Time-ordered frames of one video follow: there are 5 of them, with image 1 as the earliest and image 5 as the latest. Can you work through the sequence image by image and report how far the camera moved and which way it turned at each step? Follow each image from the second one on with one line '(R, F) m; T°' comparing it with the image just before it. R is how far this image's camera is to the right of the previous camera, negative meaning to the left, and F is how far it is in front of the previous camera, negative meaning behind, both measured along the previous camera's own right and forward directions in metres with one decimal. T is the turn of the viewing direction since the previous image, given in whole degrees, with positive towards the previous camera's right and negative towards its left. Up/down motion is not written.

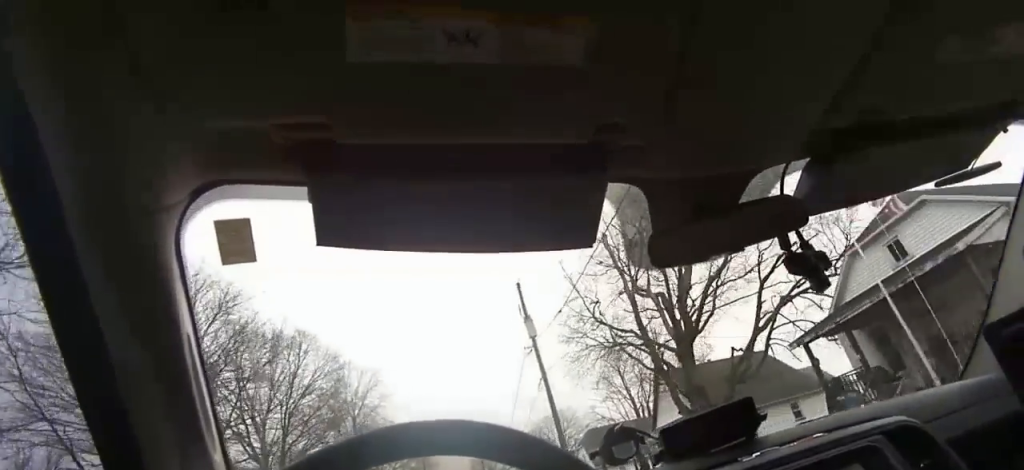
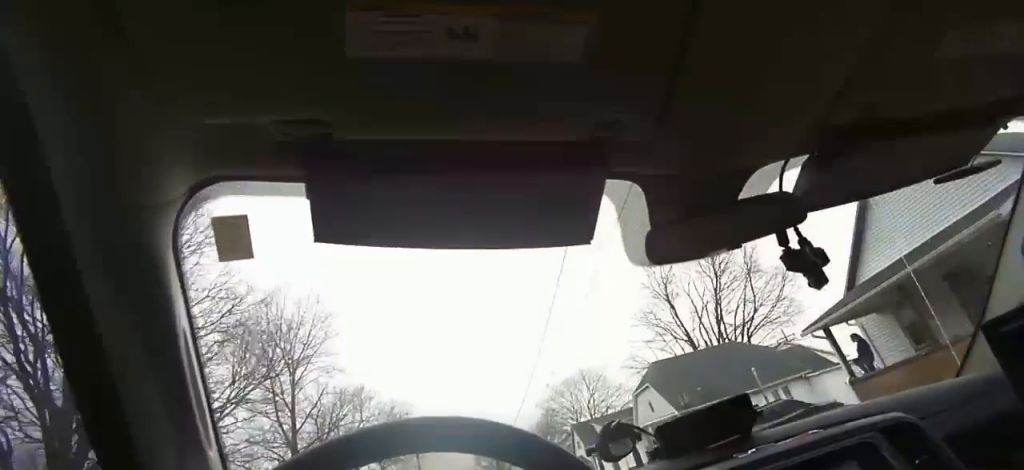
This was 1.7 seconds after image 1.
(-0.5, +15.7) m; -1°
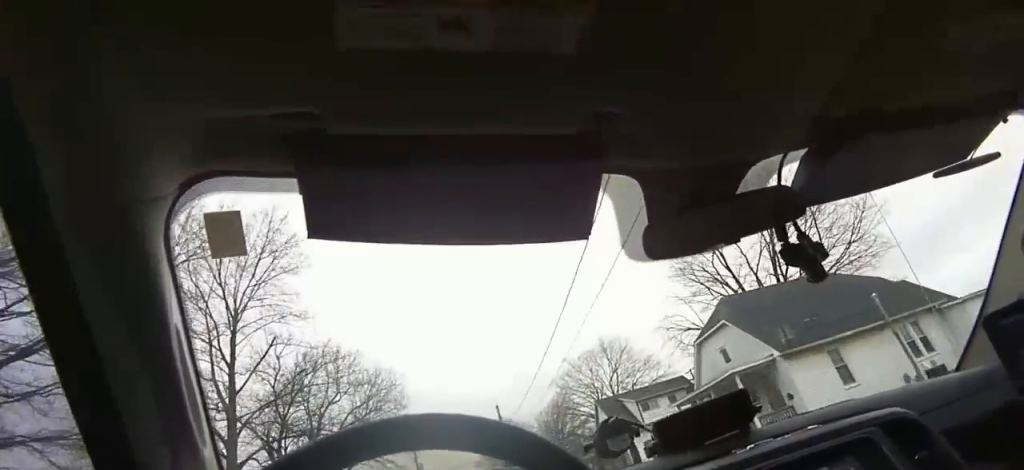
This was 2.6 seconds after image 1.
(0.0, +7.2) m; +3°
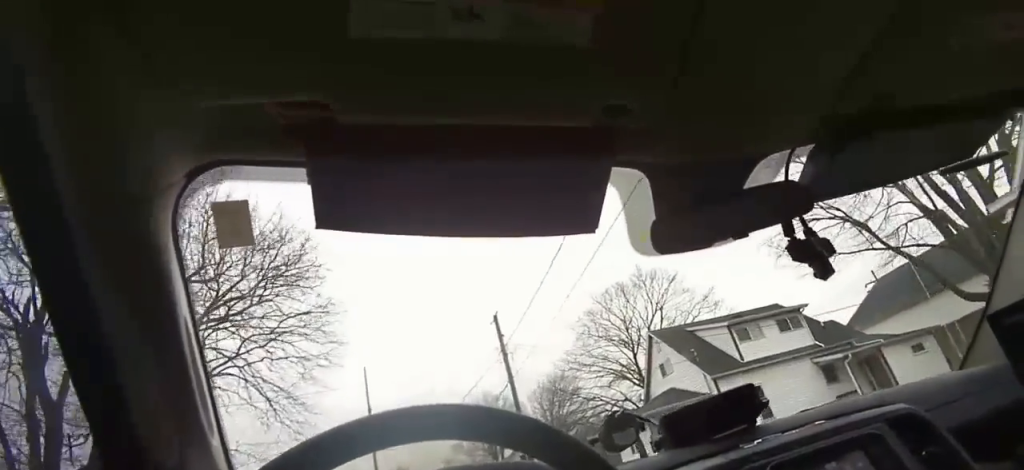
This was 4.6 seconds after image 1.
(+0.9, +13.6) m; +3°
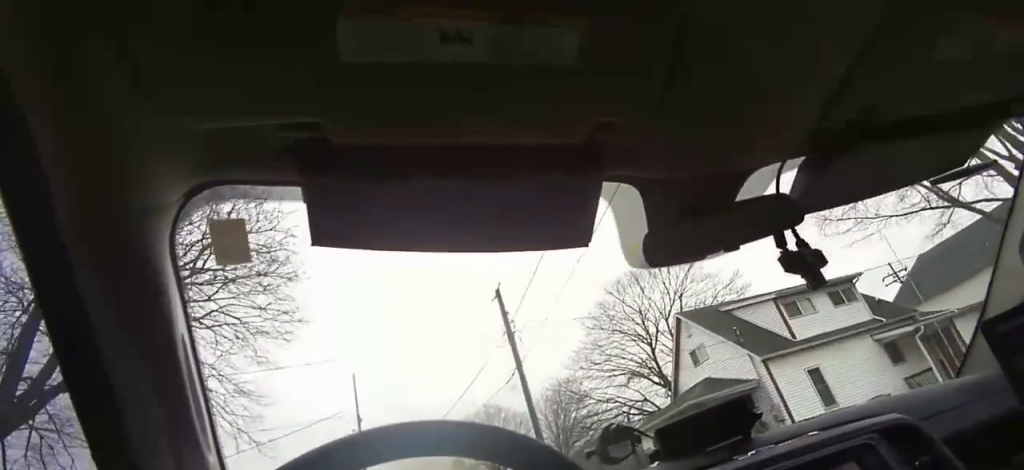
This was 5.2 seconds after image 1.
(-0.1, +4.2) m; -1°
